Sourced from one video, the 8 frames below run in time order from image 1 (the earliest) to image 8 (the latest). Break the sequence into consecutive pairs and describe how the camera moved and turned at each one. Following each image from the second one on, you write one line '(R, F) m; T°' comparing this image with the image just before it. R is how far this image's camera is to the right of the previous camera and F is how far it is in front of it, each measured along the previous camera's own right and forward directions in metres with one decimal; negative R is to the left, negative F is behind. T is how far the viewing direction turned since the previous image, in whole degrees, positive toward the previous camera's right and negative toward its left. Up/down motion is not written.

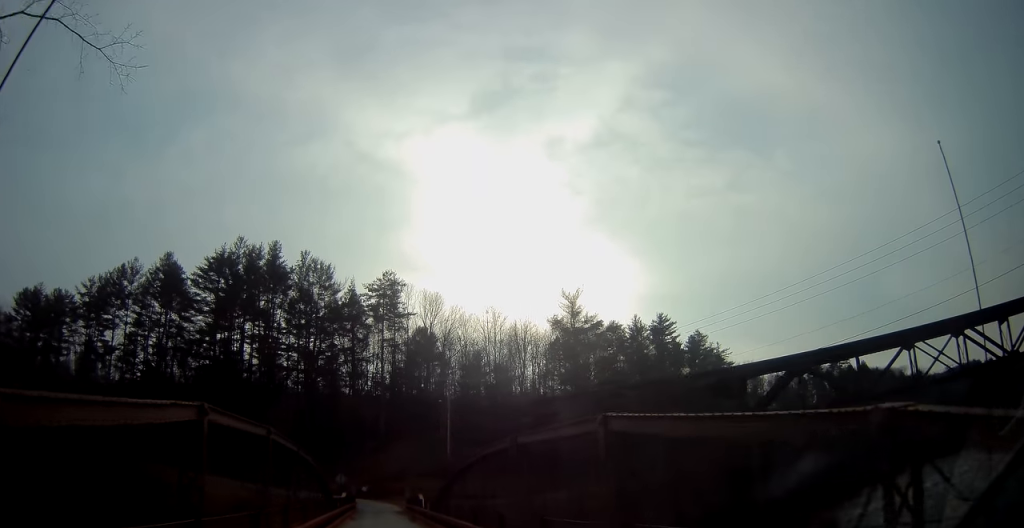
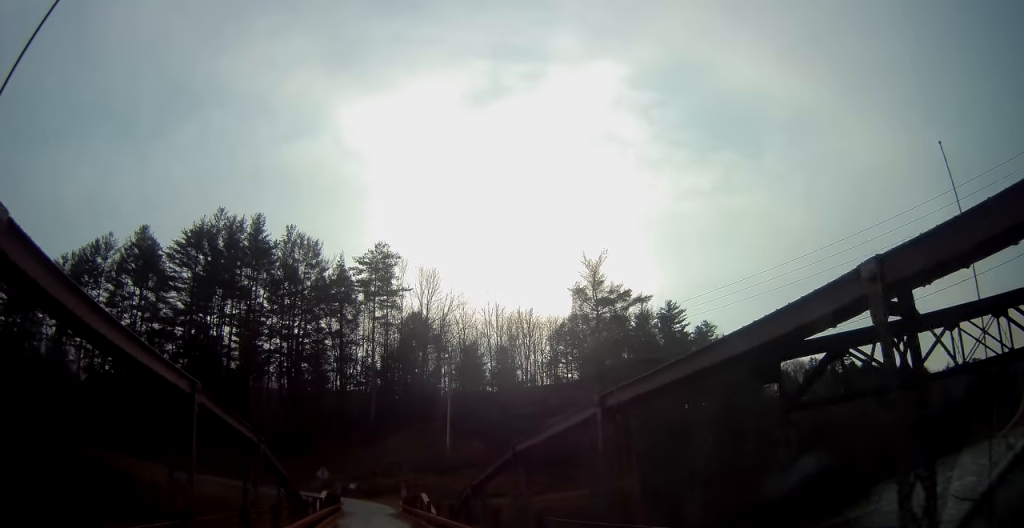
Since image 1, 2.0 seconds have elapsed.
(+0.3, +9.5) m; +2°
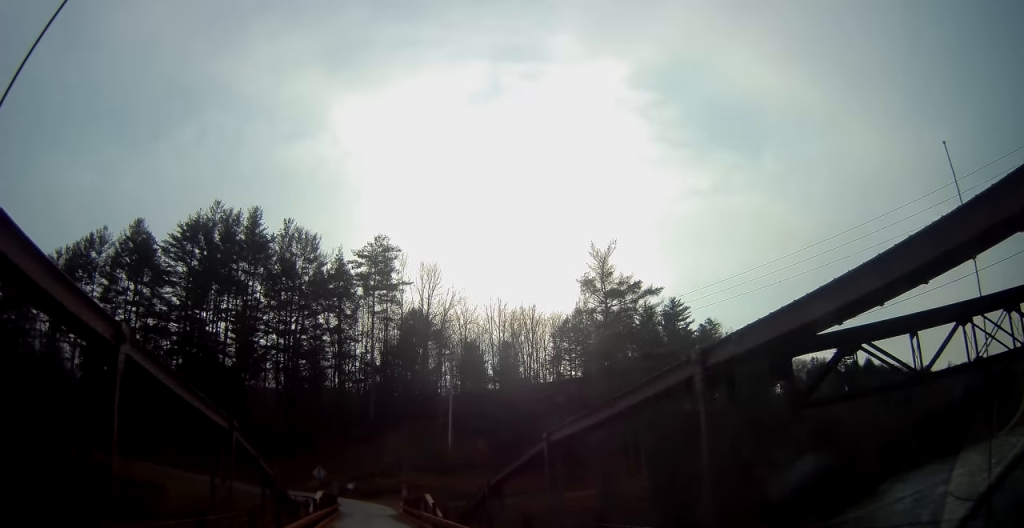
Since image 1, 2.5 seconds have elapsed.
(-0.1, +1.7) m; 0°
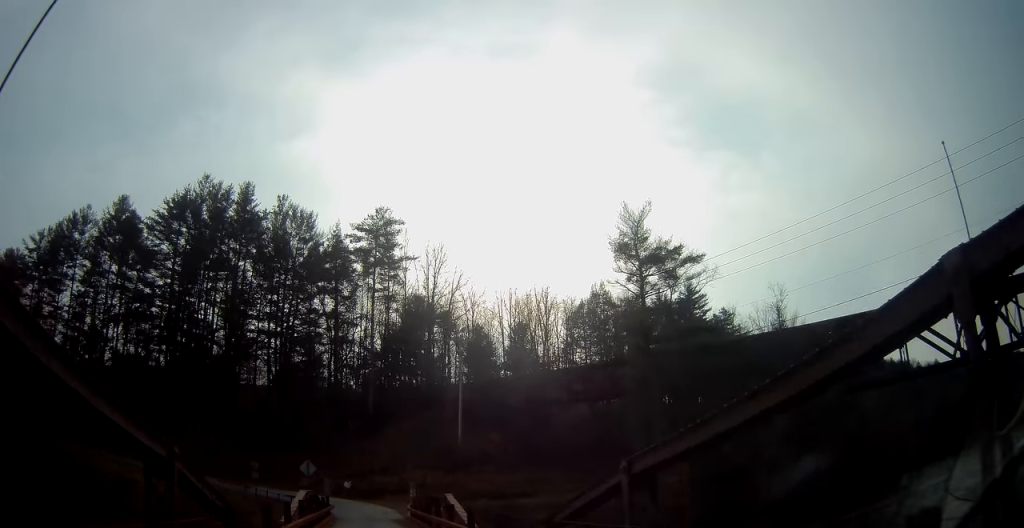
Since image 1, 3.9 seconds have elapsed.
(+0.2, +6.0) m; +3°
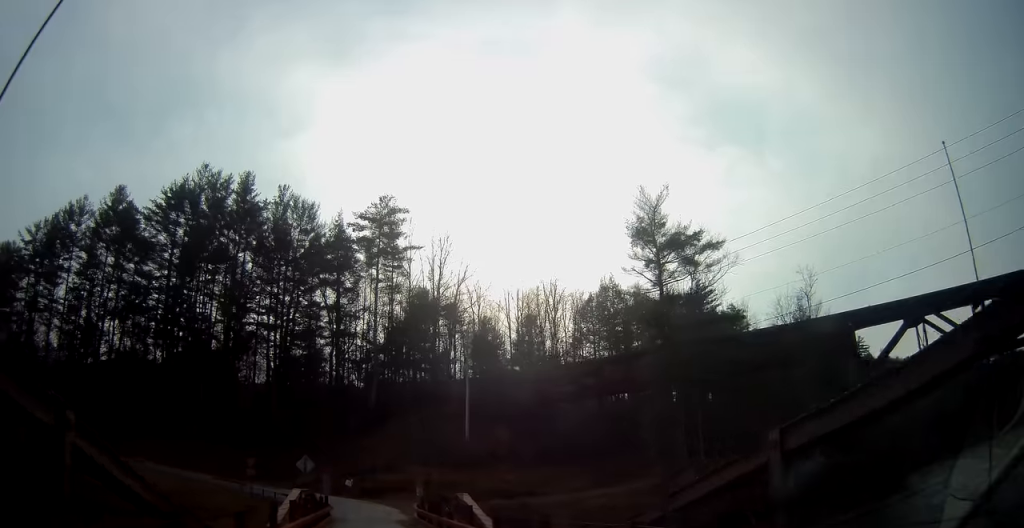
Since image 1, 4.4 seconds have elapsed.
(0.0, +3.0) m; -1°
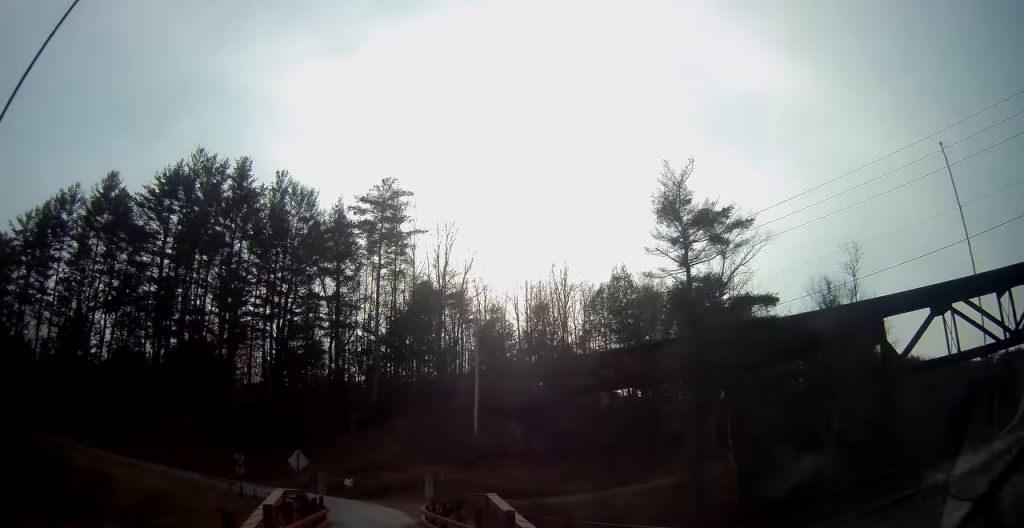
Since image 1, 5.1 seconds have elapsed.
(0.0, +4.4) m; -1°
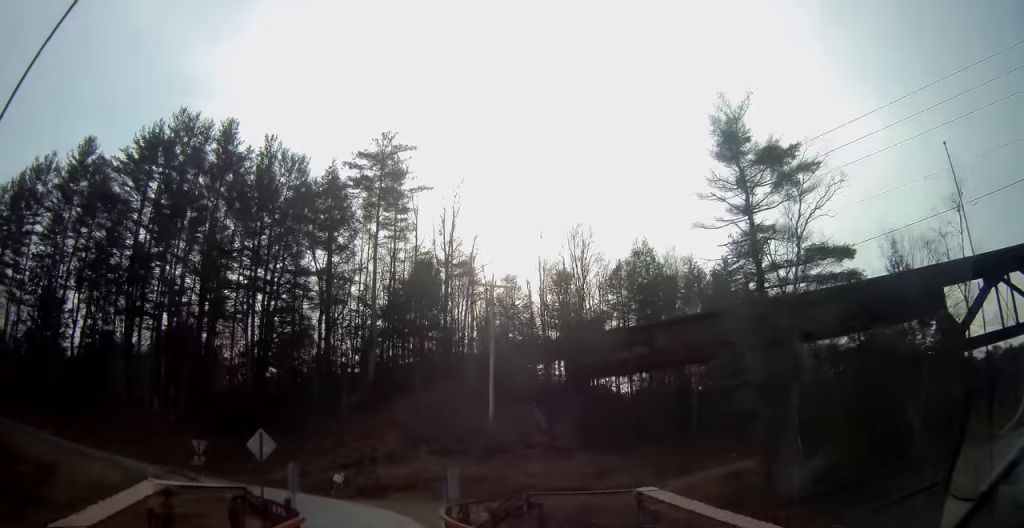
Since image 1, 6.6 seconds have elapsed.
(0.0, +8.9) m; +2°
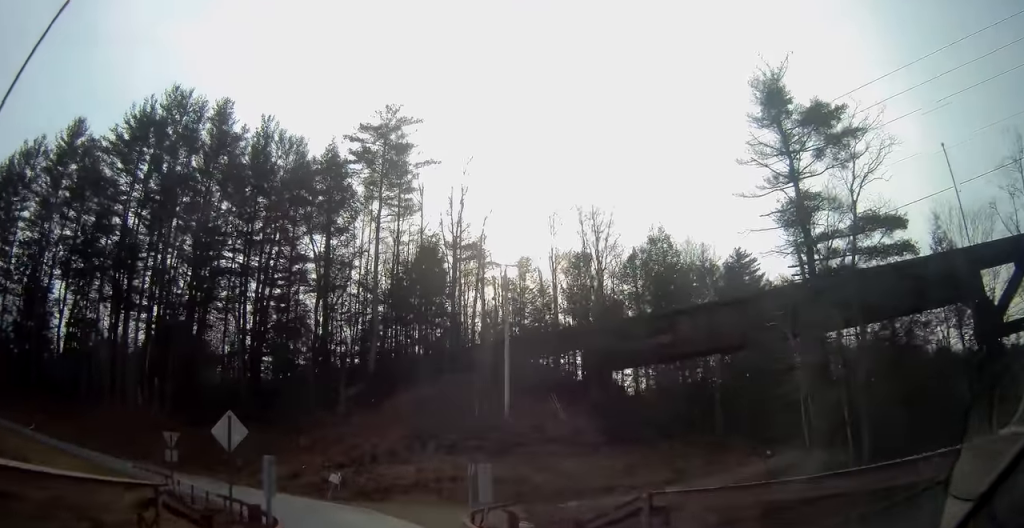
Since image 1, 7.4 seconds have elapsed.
(+0.1, +4.8) m; -1°
